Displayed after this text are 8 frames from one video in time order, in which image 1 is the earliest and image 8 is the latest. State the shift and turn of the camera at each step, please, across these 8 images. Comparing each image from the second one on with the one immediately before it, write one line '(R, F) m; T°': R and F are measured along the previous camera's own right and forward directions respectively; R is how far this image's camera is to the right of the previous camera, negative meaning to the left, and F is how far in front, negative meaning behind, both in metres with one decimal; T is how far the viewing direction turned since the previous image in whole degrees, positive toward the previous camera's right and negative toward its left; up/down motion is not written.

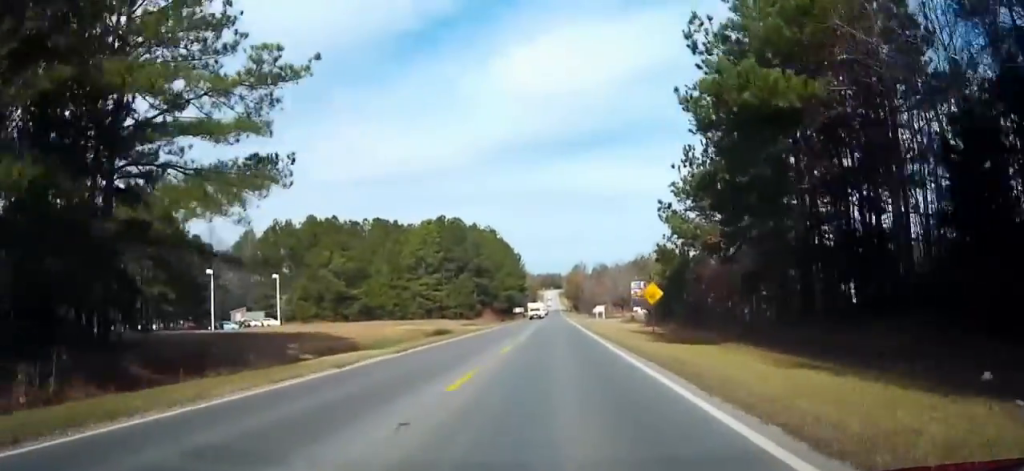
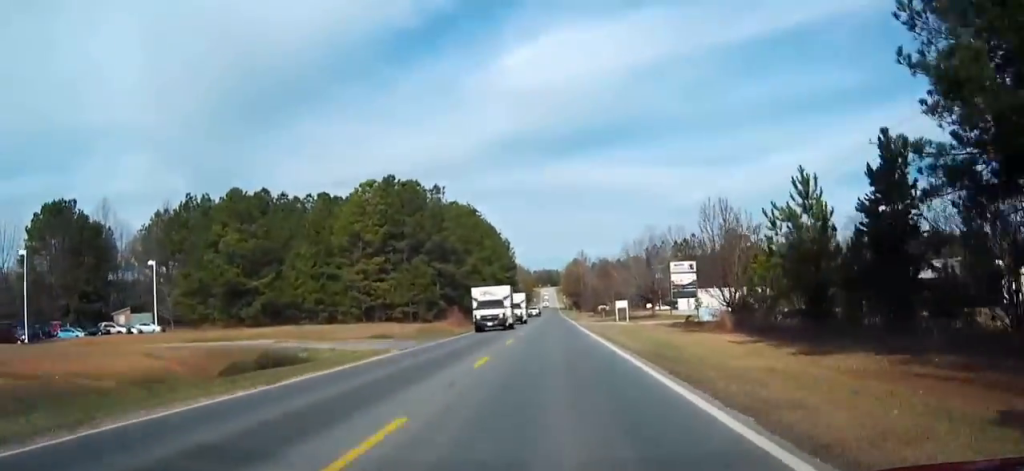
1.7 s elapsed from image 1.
(-0.4, +38.4) m; -1°
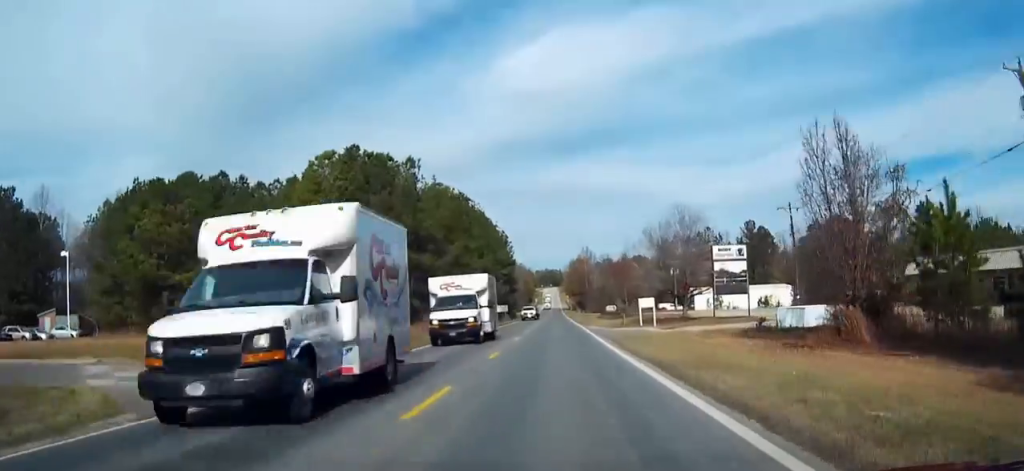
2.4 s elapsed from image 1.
(0.0, +17.6) m; 0°
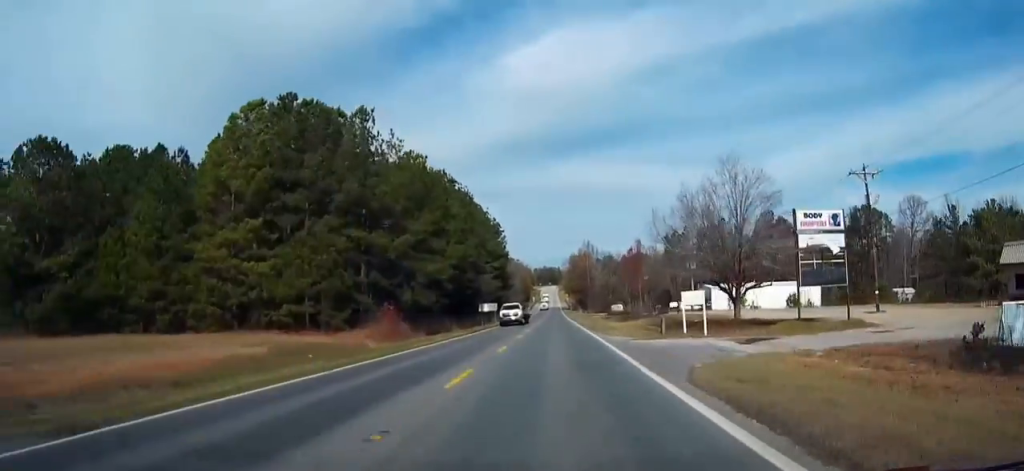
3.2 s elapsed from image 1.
(+0.1, +18.4) m; 0°
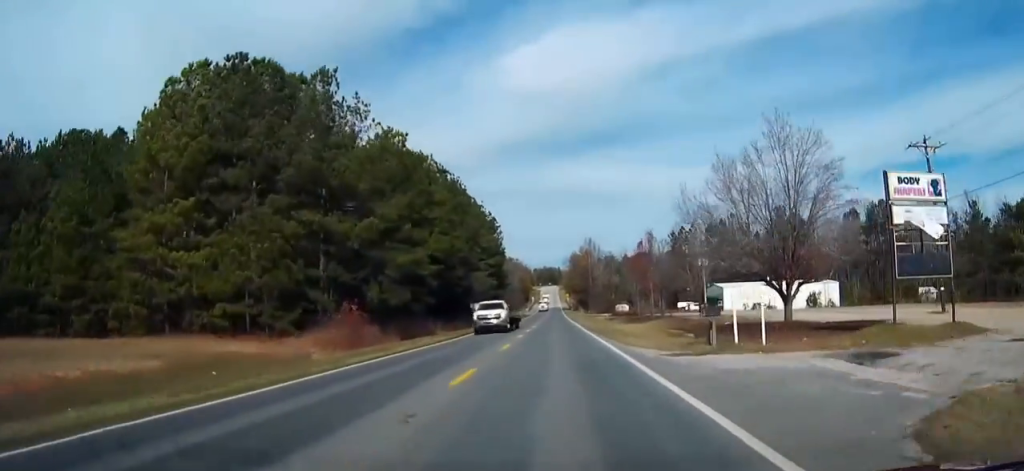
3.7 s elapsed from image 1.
(0.0, +10.0) m; 0°
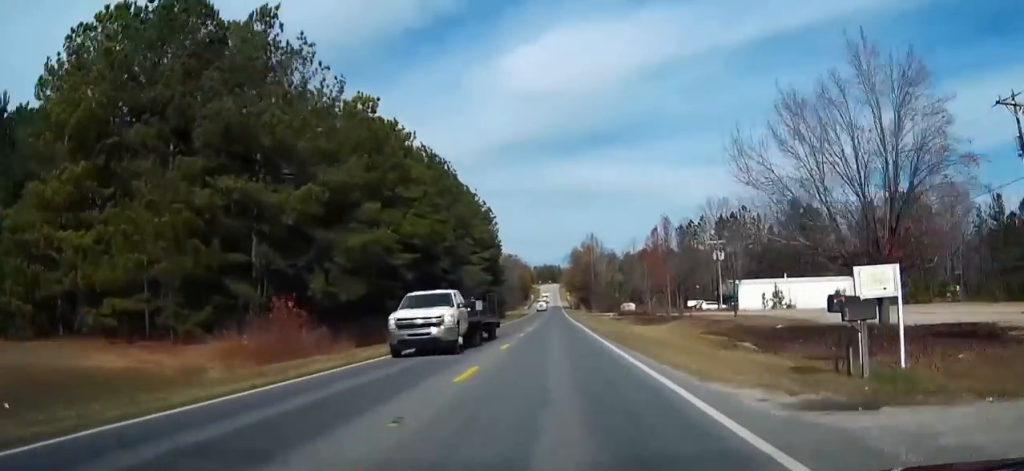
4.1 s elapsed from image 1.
(+0.1, +10.7) m; 0°
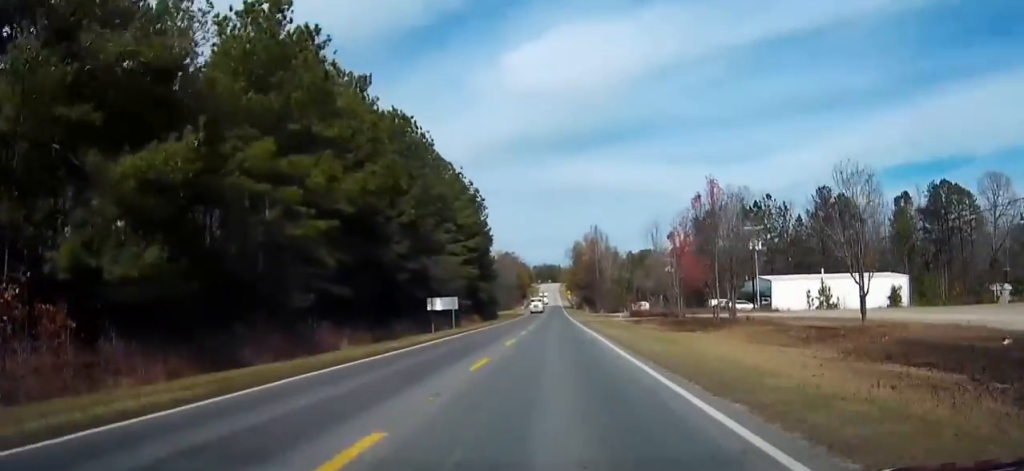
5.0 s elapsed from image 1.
(0.0, +19.1) m; 0°
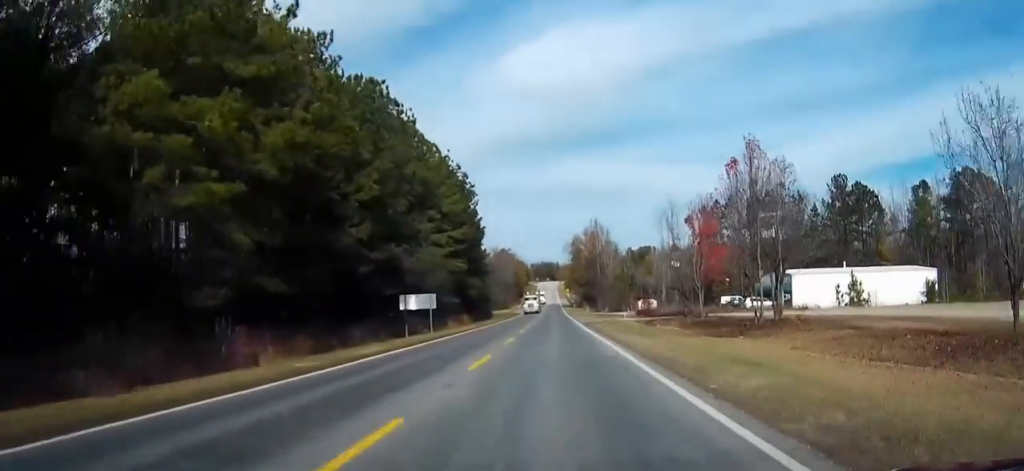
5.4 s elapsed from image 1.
(0.0, +9.9) m; 0°
